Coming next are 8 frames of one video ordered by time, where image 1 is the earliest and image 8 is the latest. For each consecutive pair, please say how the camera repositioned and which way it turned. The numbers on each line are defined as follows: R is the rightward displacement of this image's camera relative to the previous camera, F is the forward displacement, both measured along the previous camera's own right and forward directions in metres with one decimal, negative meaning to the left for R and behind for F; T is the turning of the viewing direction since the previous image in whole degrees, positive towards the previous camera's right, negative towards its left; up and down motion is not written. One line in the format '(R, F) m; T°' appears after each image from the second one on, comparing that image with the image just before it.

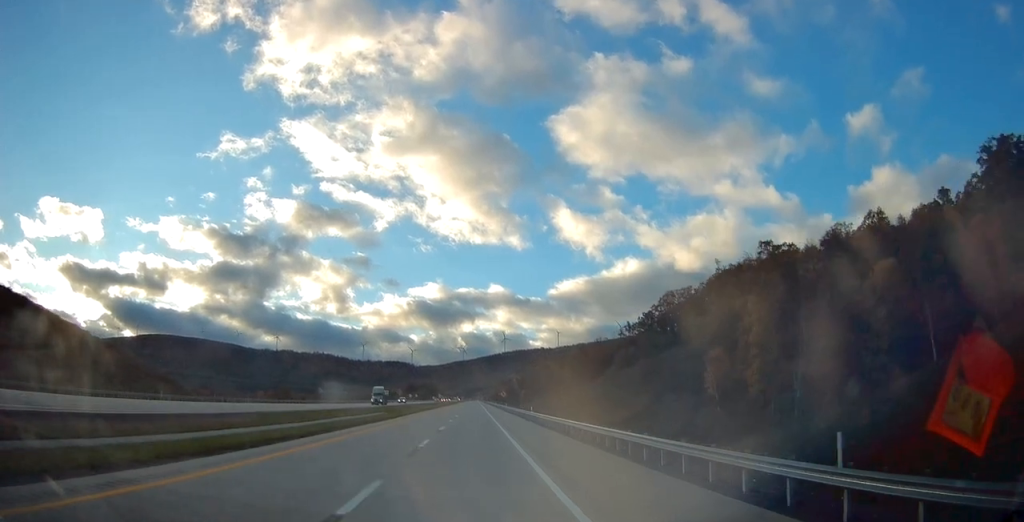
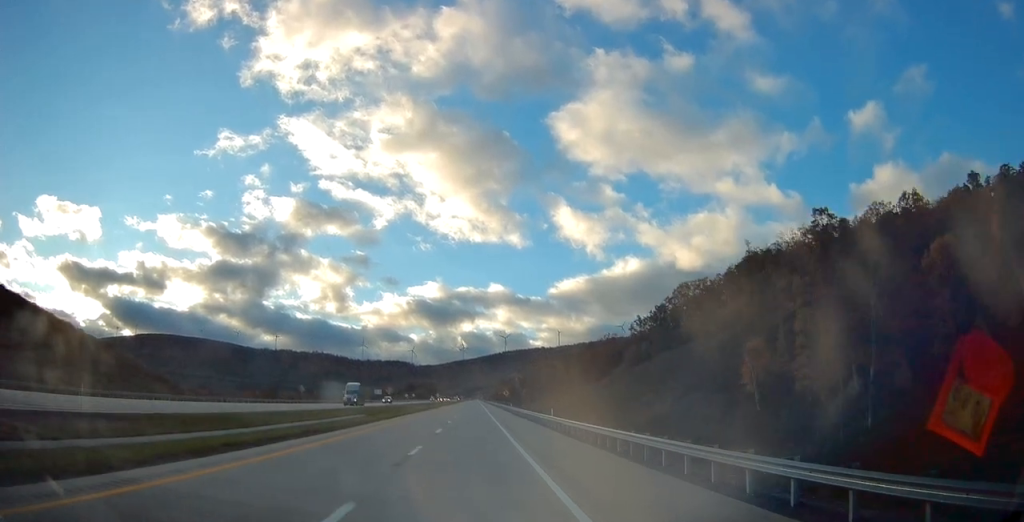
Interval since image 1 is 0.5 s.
(-0.1, +15.3) m; 0°
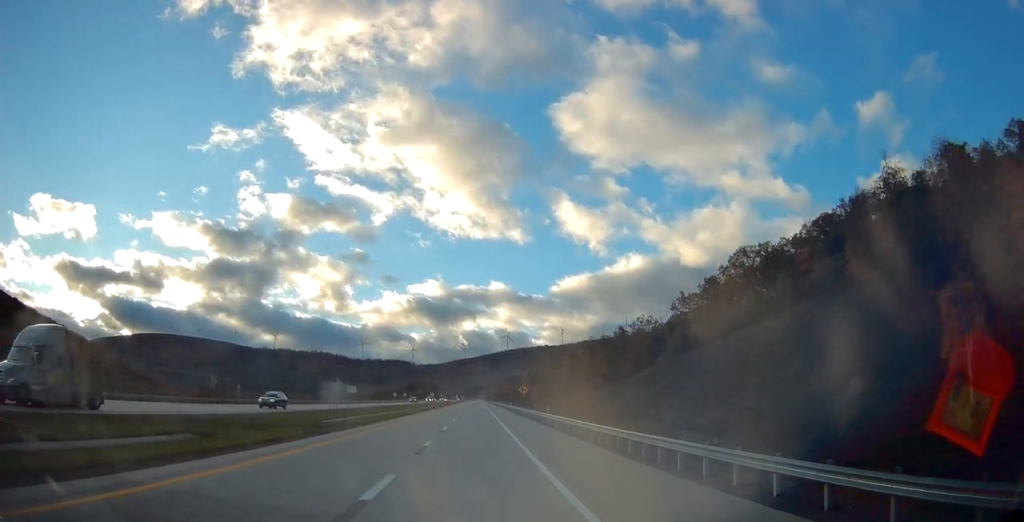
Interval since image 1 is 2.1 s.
(0.0, +44.8) m; 0°
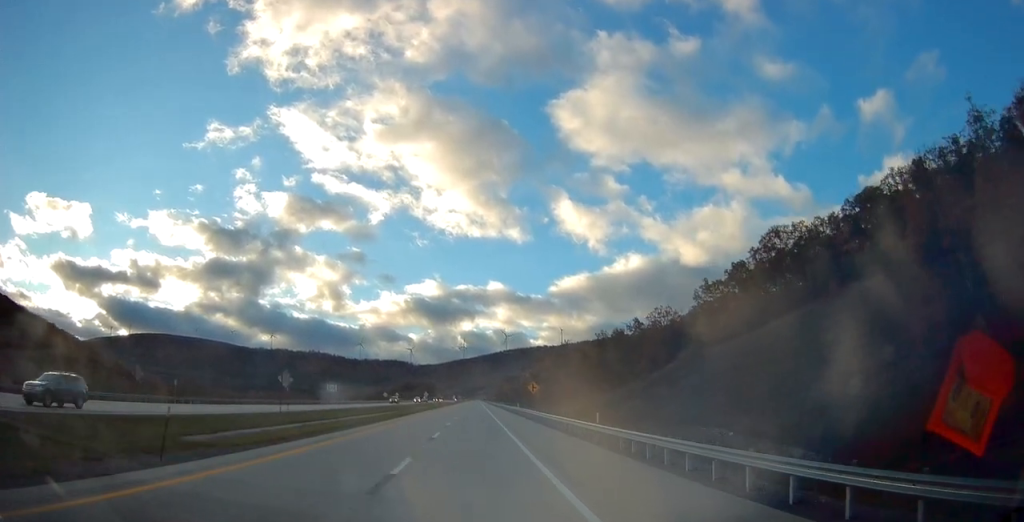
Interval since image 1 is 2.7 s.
(-0.1, +19.6) m; 0°
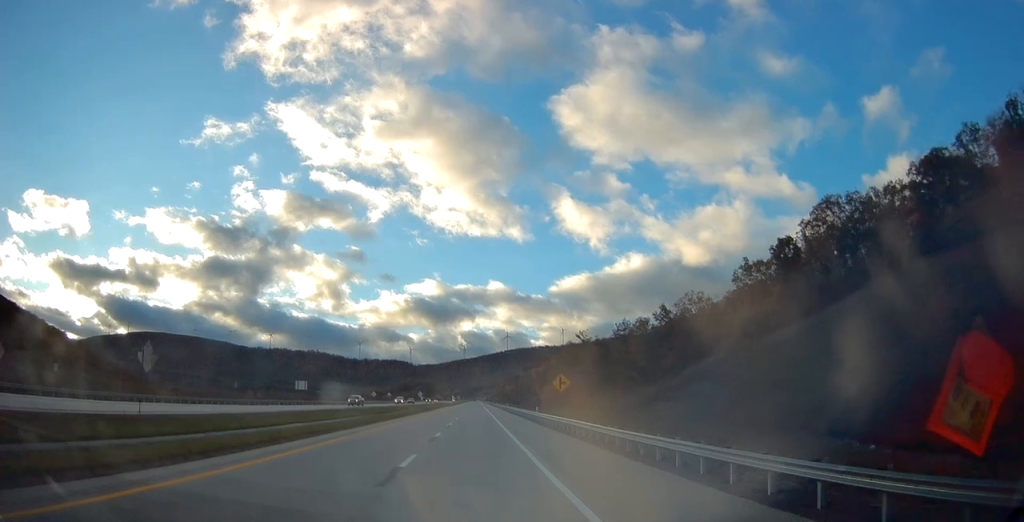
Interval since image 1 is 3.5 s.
(+0.3, +23.7) m; 0°
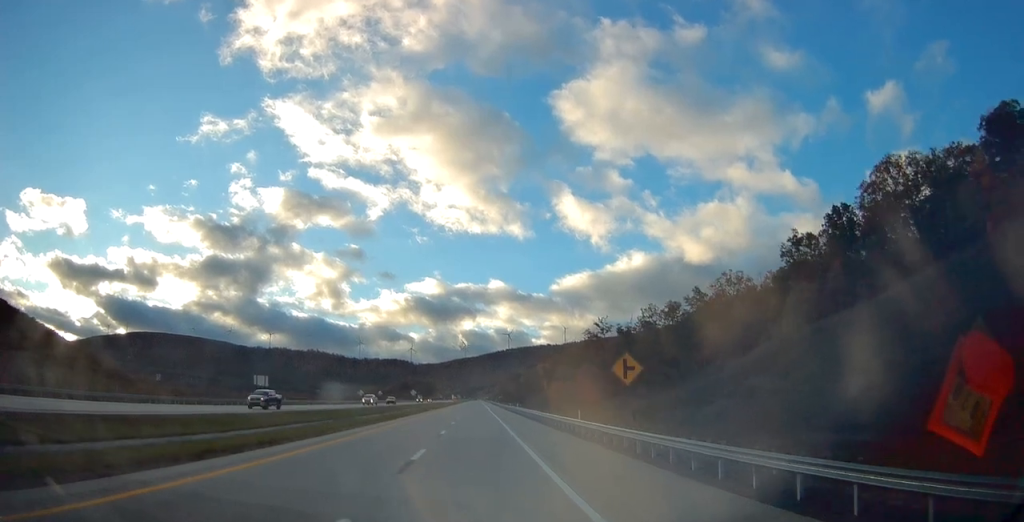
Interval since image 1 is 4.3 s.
(-0.3, +22.0) m; 0°
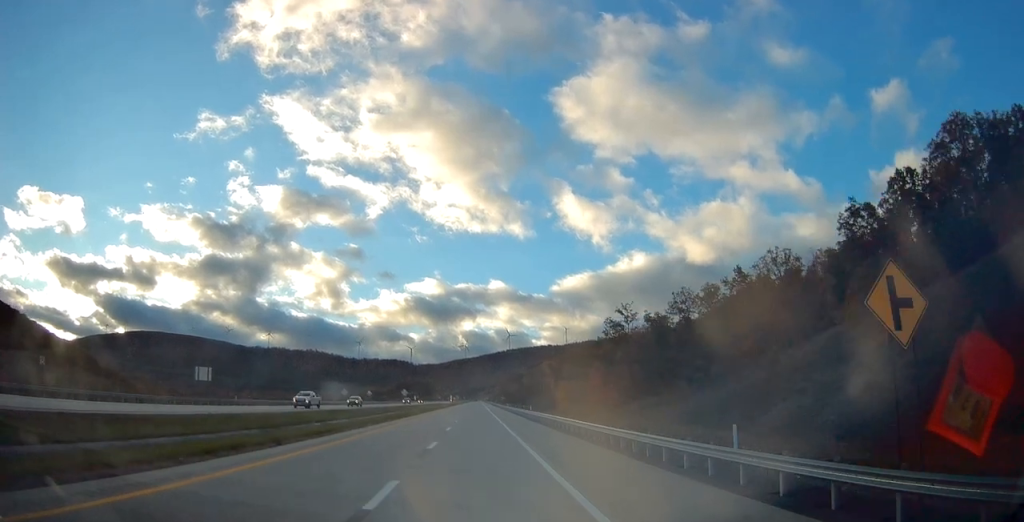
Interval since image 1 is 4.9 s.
(0.0, +20.1) m; 0°
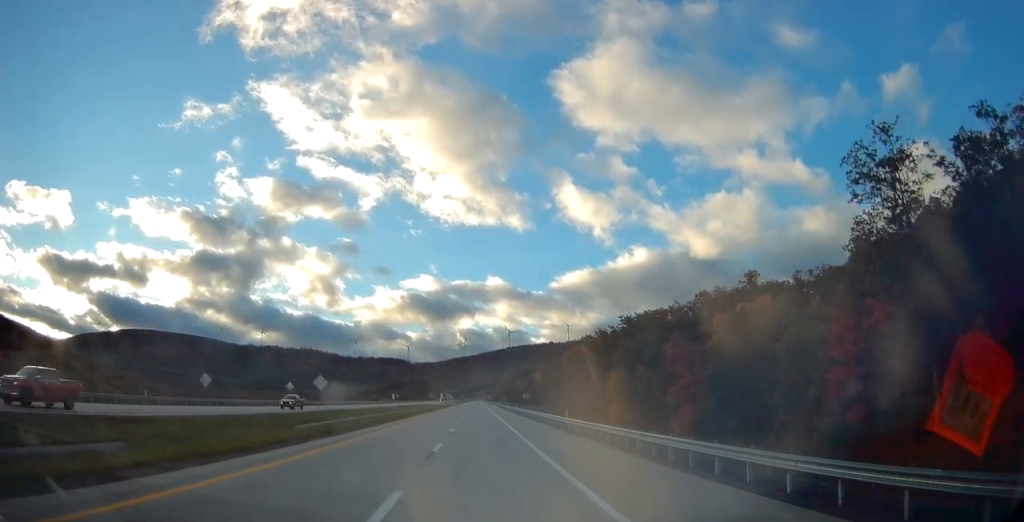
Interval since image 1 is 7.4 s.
(+0.8, +74.2) m; +1°
